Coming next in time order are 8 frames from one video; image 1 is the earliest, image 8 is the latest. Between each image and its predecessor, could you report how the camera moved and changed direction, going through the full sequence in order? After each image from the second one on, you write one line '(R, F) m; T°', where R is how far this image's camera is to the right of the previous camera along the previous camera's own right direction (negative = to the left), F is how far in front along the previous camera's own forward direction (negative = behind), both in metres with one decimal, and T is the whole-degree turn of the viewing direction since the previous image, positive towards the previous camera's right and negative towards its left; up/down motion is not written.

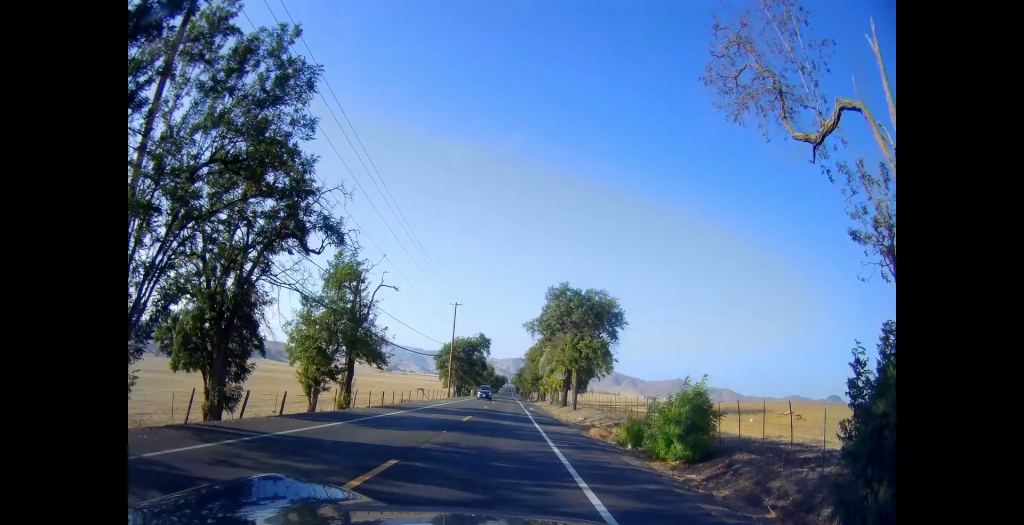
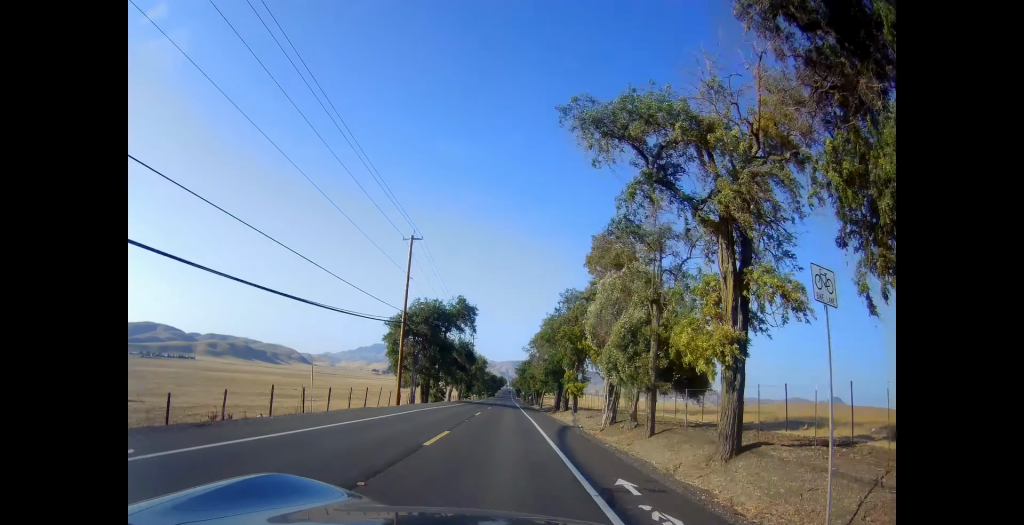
(0.0, +38.9) m; 0°
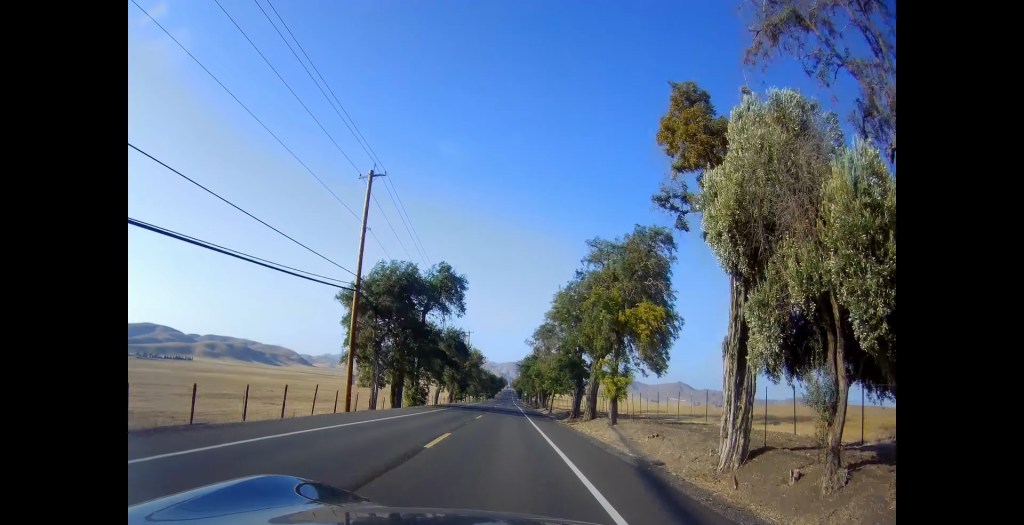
(0.0, +15.4) m; 0°
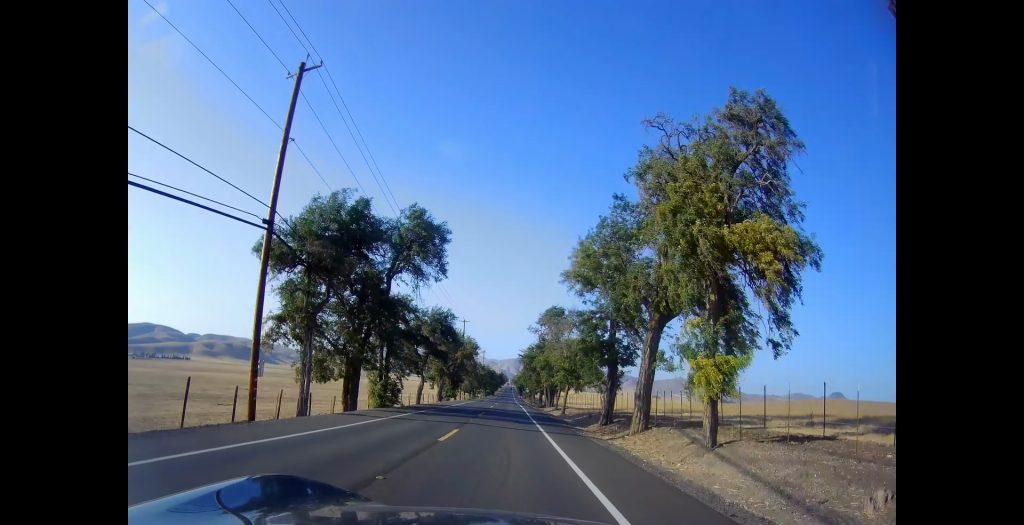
(0.0, +13.4) m; 0°
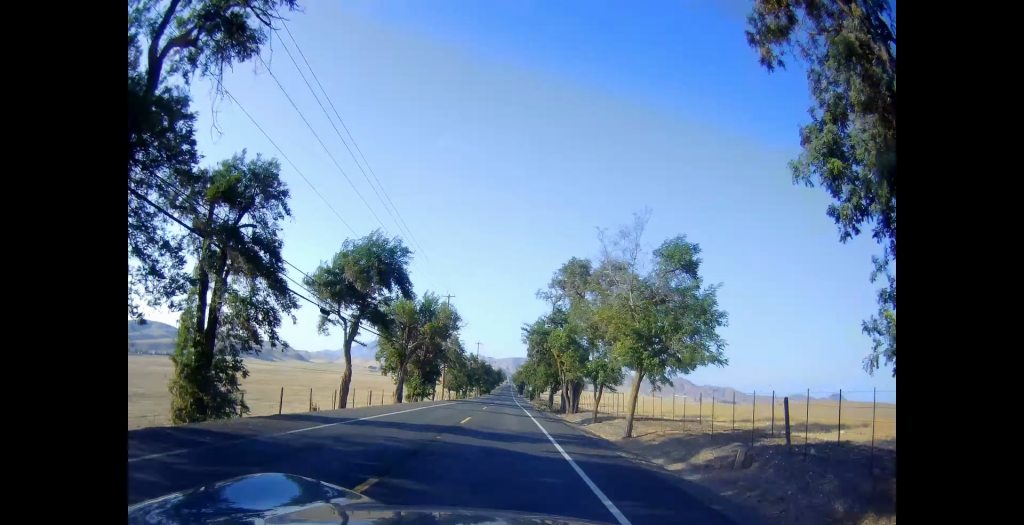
(0.0, +24.9) m; 0°
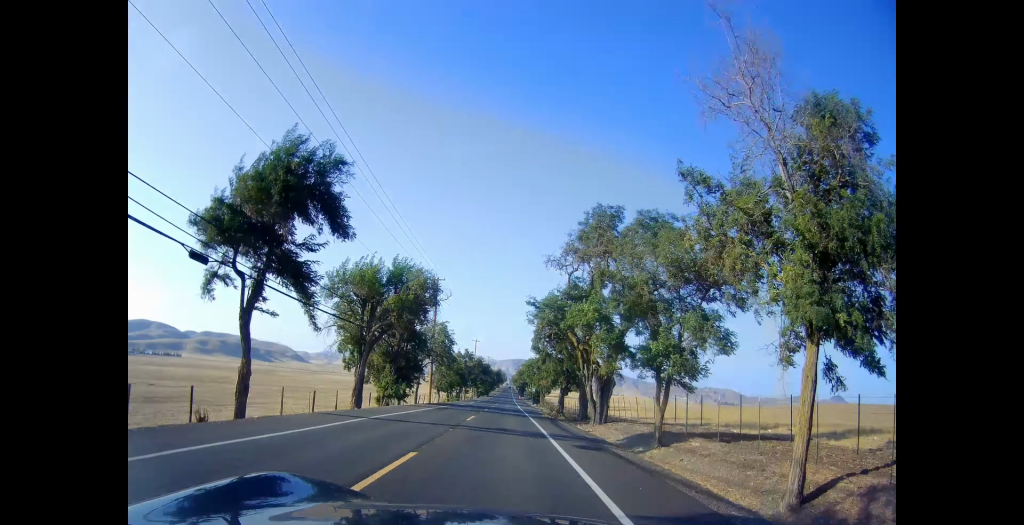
(0.0, +12.5) m; 0°
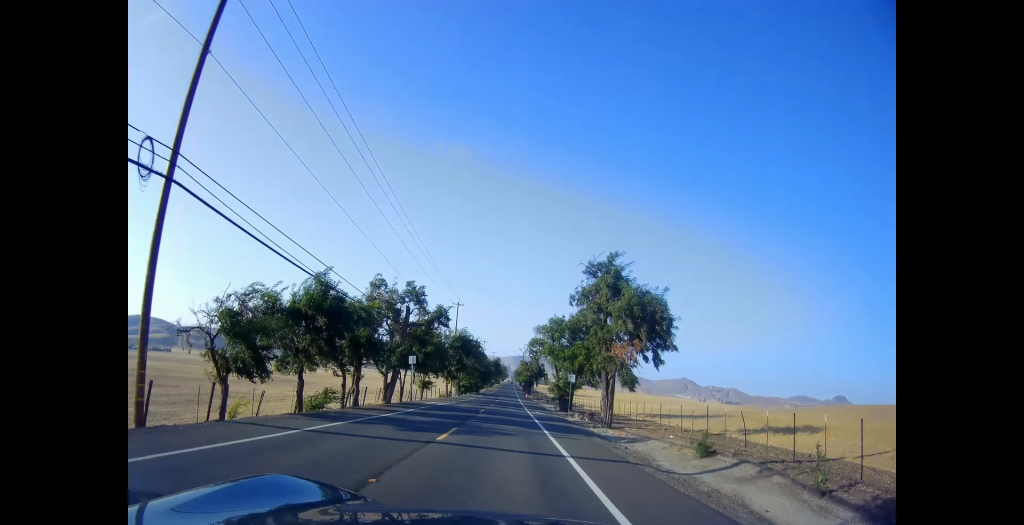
(-0.9, +54.4) m; -2°
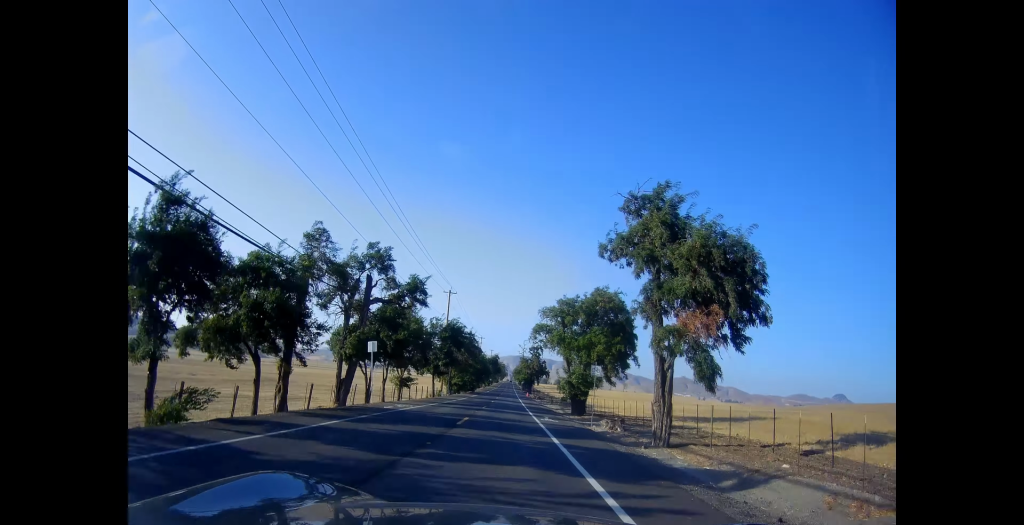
(-0.4, +10.8) m; 0°
